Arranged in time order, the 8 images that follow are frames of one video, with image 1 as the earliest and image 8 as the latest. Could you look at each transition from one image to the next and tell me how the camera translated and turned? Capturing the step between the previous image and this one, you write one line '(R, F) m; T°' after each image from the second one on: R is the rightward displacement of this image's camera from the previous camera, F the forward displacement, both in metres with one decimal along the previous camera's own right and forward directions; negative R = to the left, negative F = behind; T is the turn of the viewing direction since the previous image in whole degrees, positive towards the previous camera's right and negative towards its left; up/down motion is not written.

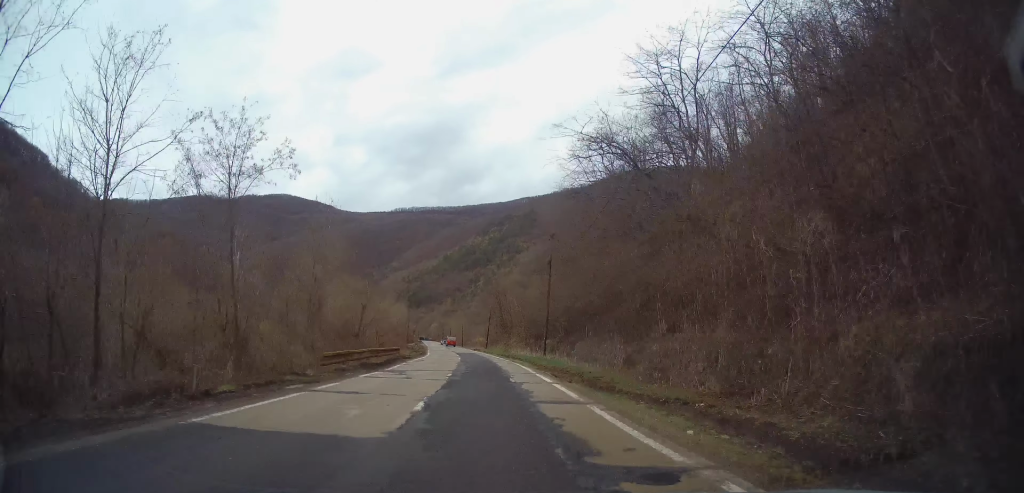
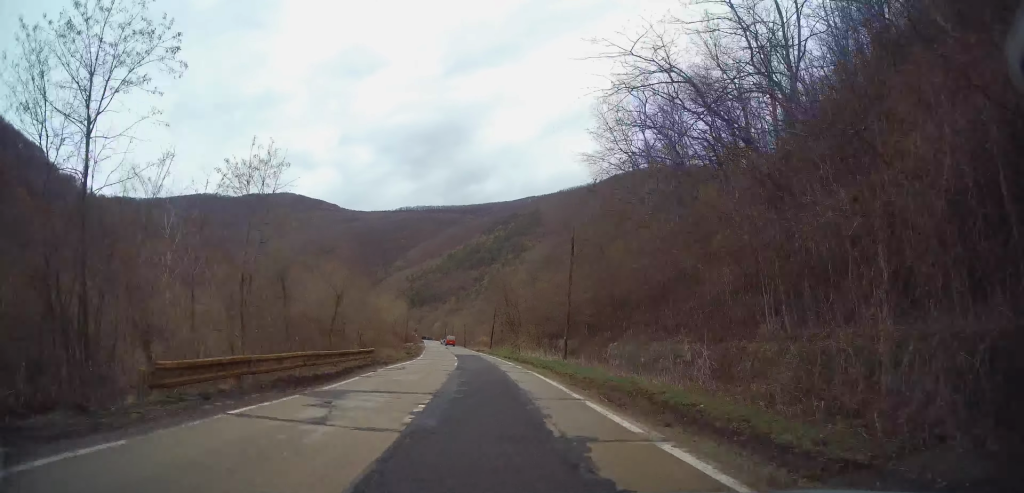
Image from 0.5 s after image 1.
(0.0, +9.4) m; -1°
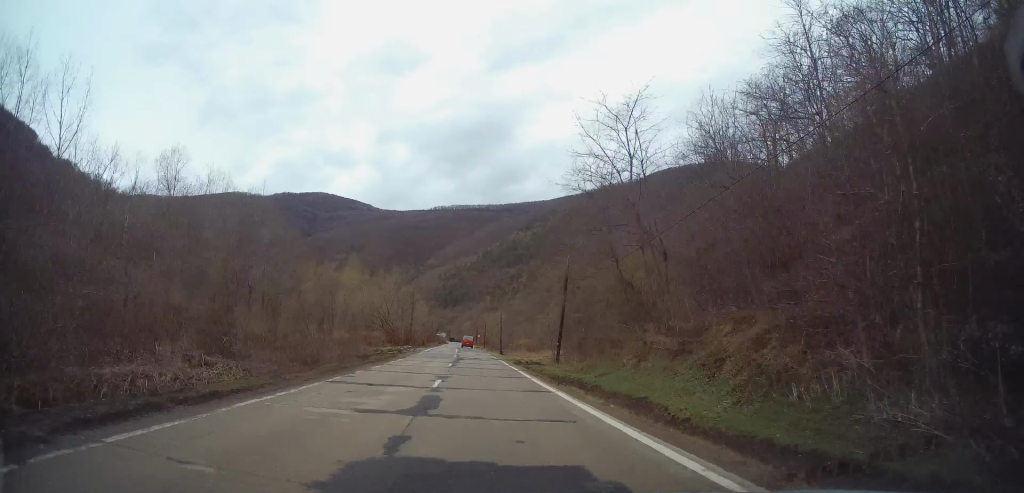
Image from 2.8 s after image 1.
(-1.5, +47.3) m; -3°
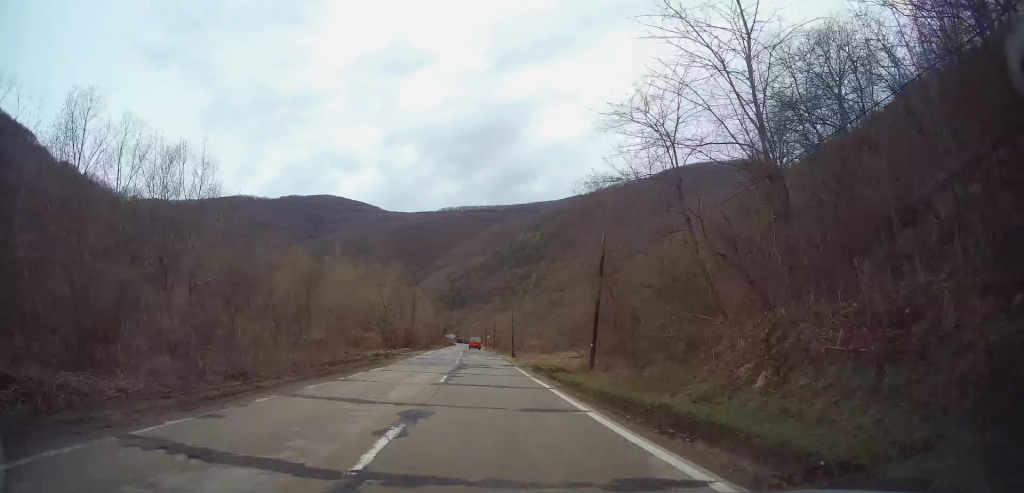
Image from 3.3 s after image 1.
(0.0, +9.3) m; -1°
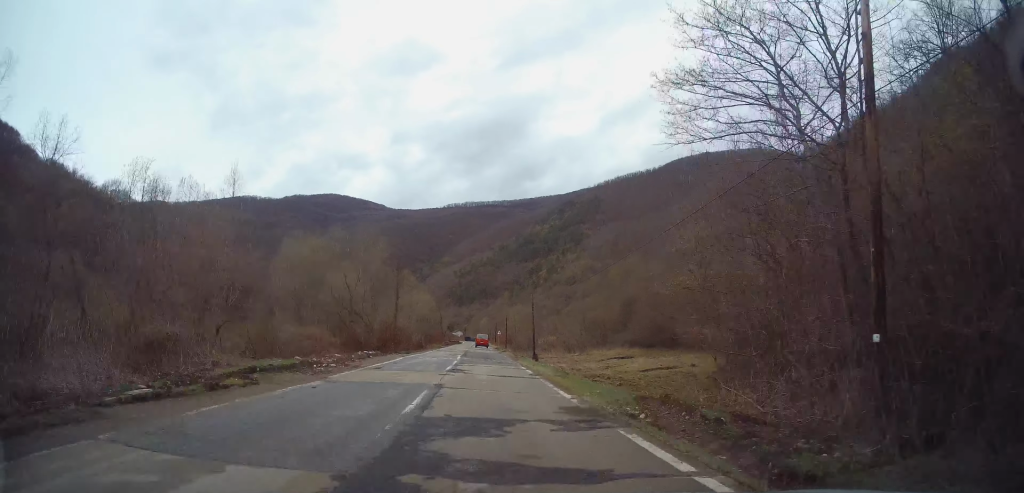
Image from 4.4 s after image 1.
(-0.4, +21.5) m; -1°
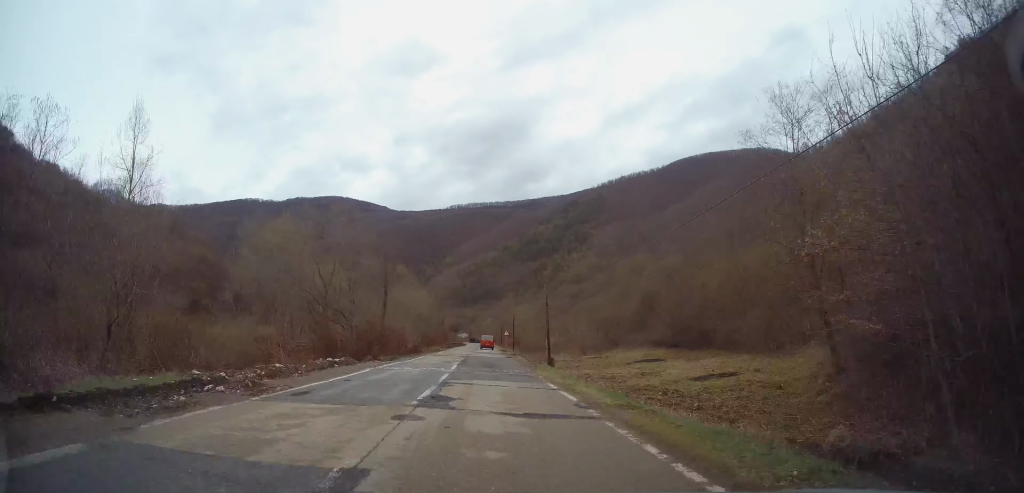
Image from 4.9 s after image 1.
(0.0, +8.9) m; 0°
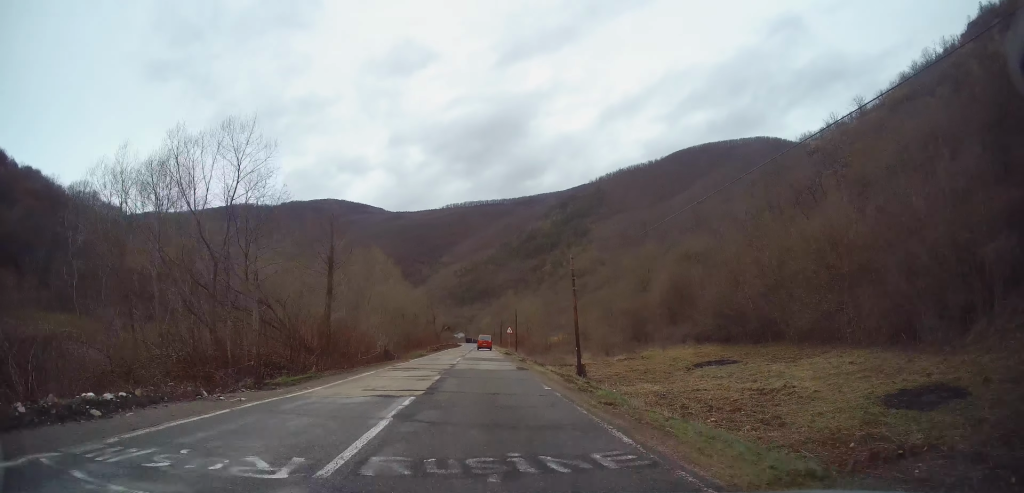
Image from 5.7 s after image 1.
(0.0, +16.4) m; 0°
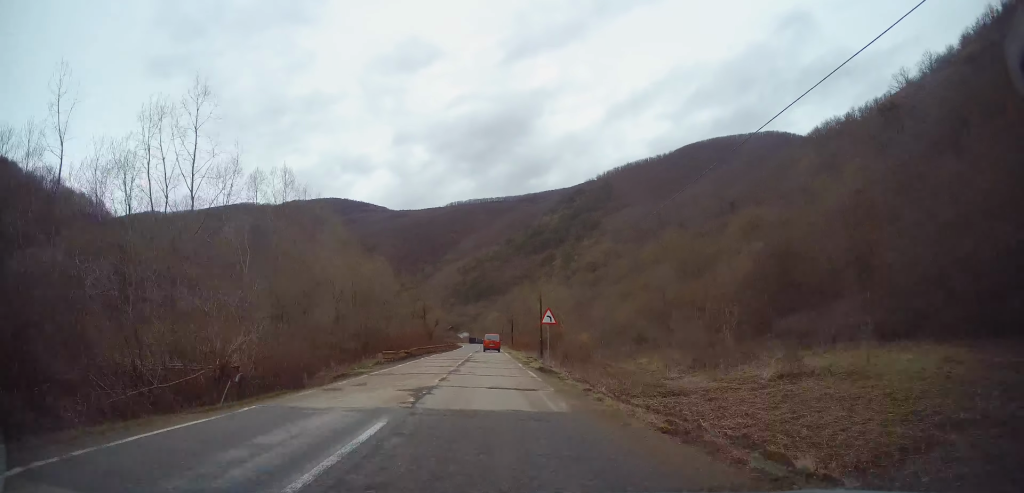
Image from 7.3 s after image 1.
(-0.1, +28.8) m; 0°
